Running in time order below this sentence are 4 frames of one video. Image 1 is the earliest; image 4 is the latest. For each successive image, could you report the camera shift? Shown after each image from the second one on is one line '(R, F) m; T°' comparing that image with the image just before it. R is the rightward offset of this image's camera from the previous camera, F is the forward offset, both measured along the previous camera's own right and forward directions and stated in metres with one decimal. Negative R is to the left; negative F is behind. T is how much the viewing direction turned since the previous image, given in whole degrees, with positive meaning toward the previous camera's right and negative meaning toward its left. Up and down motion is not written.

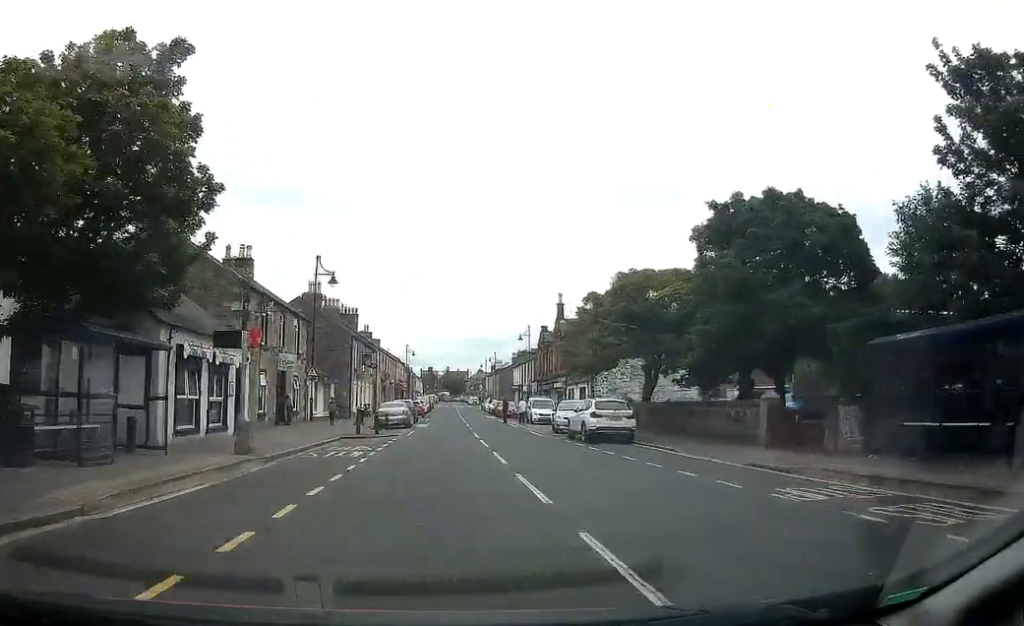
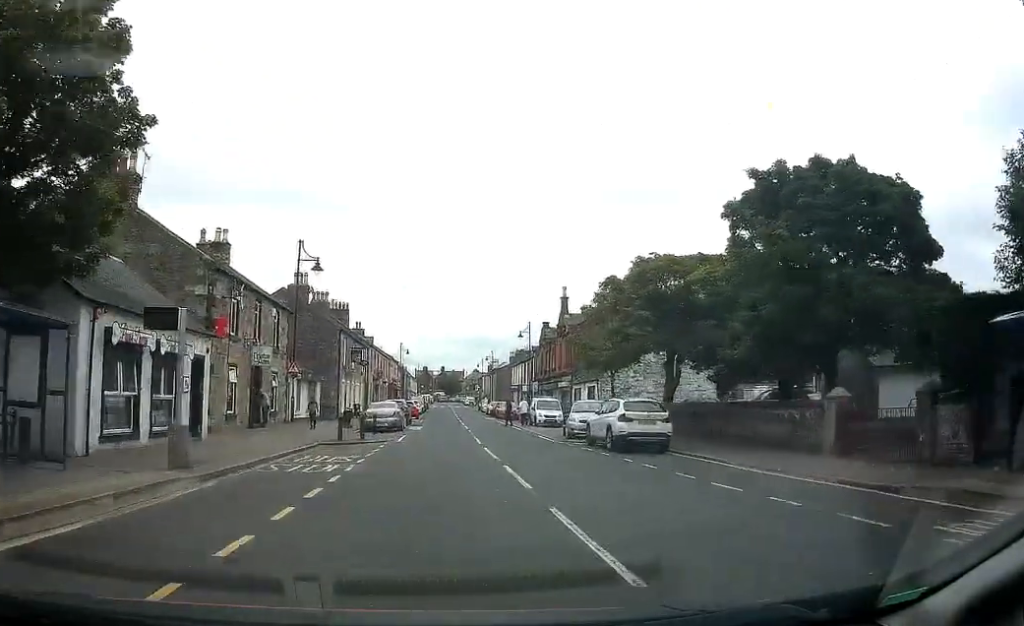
(+0.1, +4.2) m; +1°
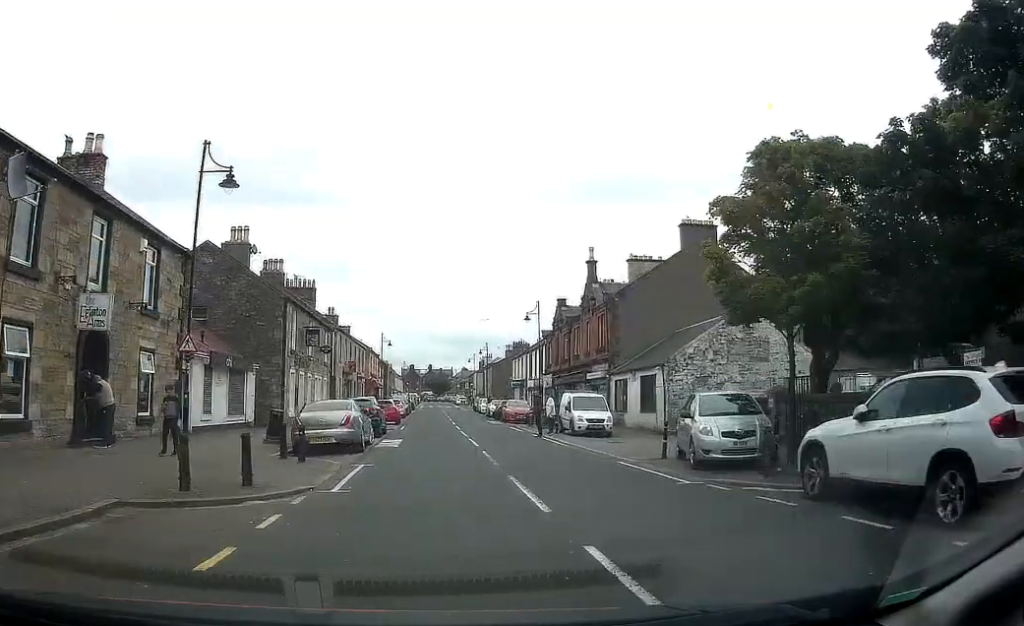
(0.0, +13.9) m; -2°
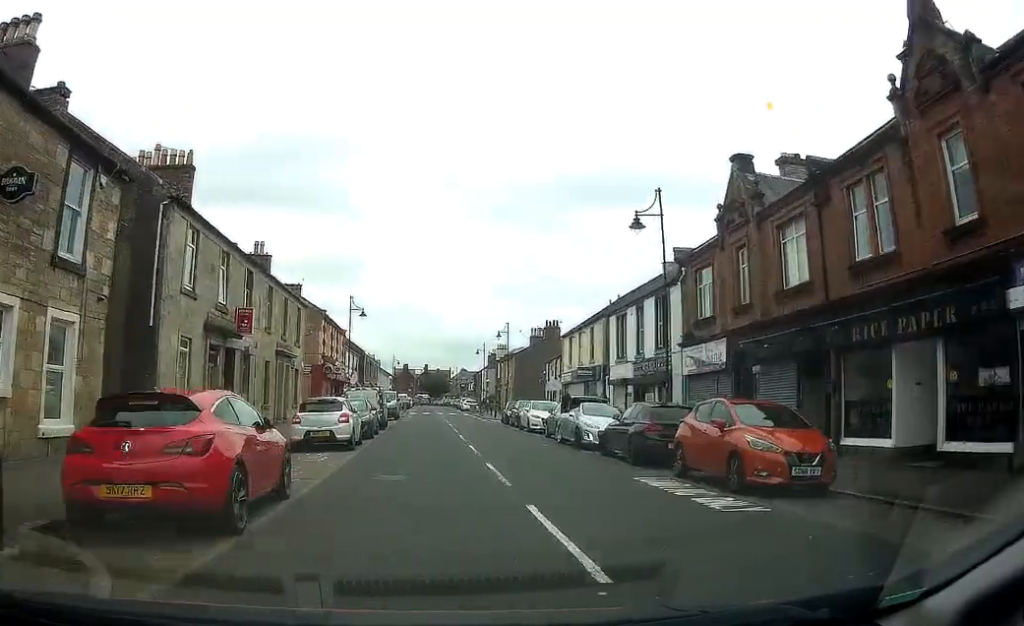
(+0.6, +34.0) m; 0°
